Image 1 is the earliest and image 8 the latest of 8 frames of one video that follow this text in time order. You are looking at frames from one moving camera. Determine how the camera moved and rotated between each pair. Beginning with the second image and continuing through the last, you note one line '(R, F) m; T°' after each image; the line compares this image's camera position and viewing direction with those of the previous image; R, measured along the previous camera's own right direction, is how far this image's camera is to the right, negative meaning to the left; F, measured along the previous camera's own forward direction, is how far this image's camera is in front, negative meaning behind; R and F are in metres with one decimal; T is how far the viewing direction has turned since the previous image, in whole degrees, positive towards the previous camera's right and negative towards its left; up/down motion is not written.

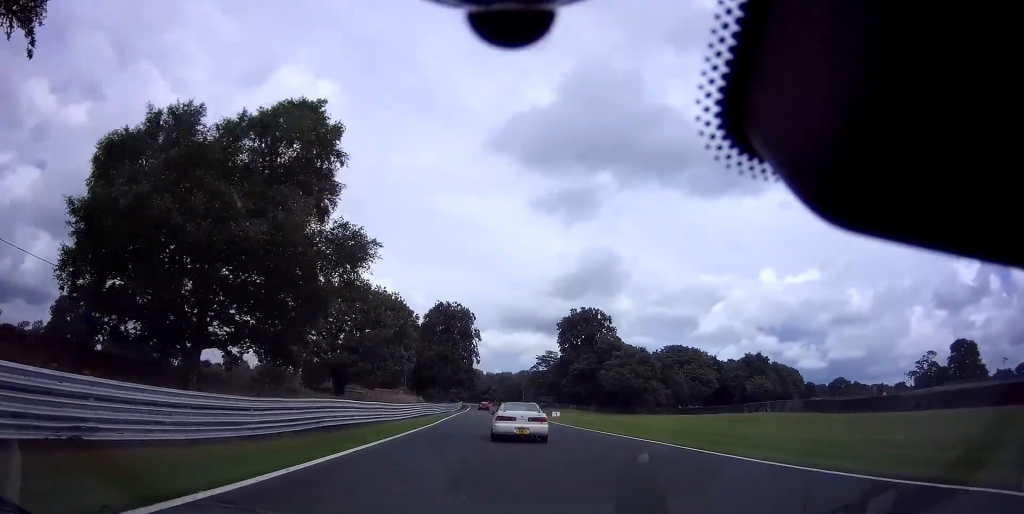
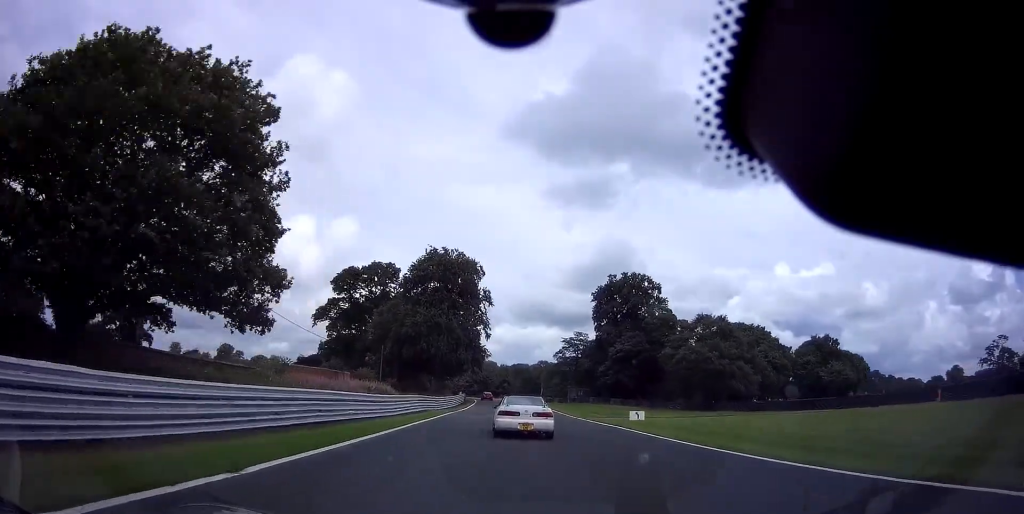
(-0.5, +31.7) m; -1°
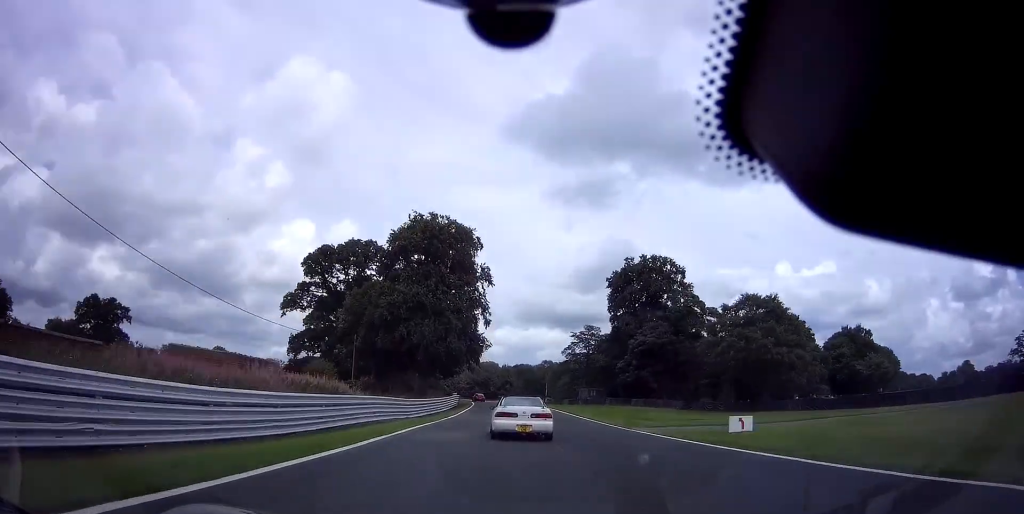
(-0.1, +13.9) m; 0°
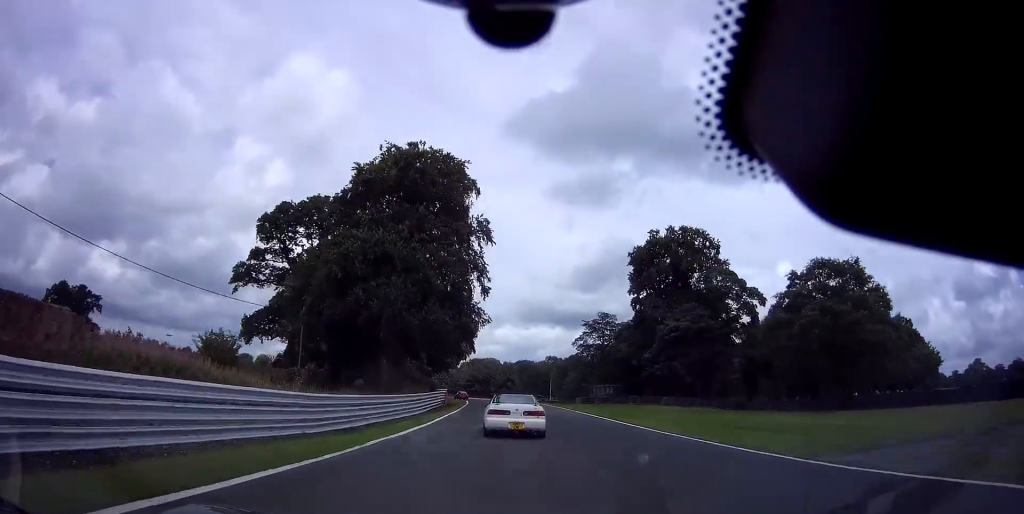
(+0.1, +15.3) m; 0°
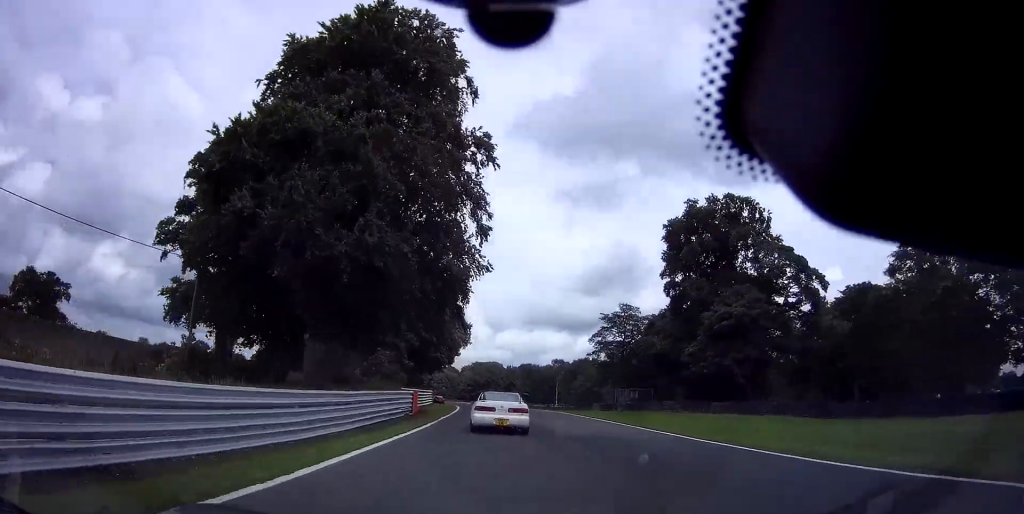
(0.0, +15.5) m; -1°
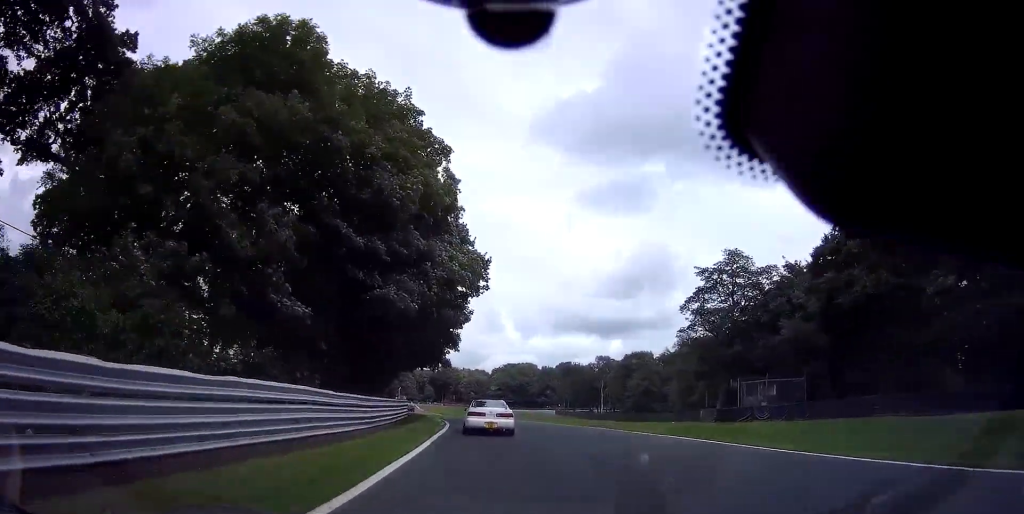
(-0.6, +33.1) m; -4°
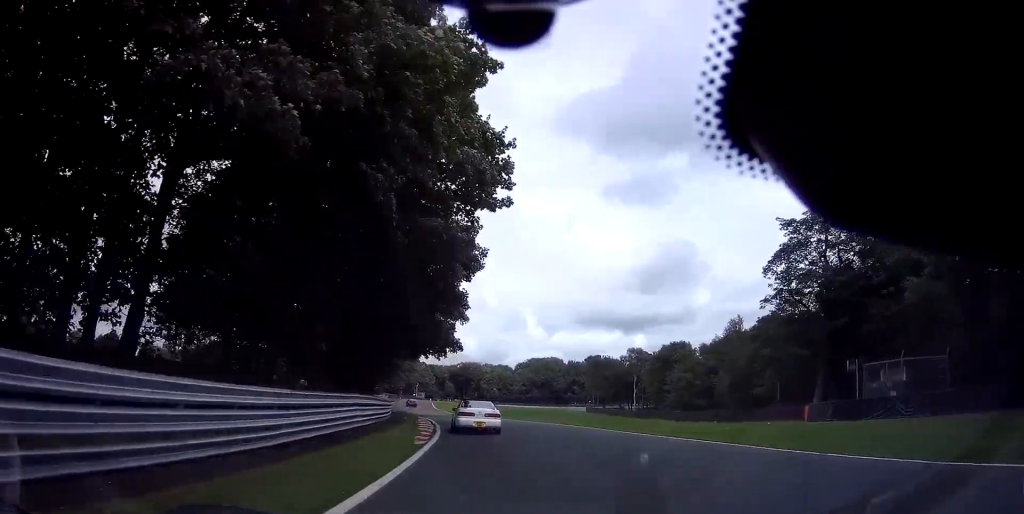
(-0.3, +14.3) m; -3°
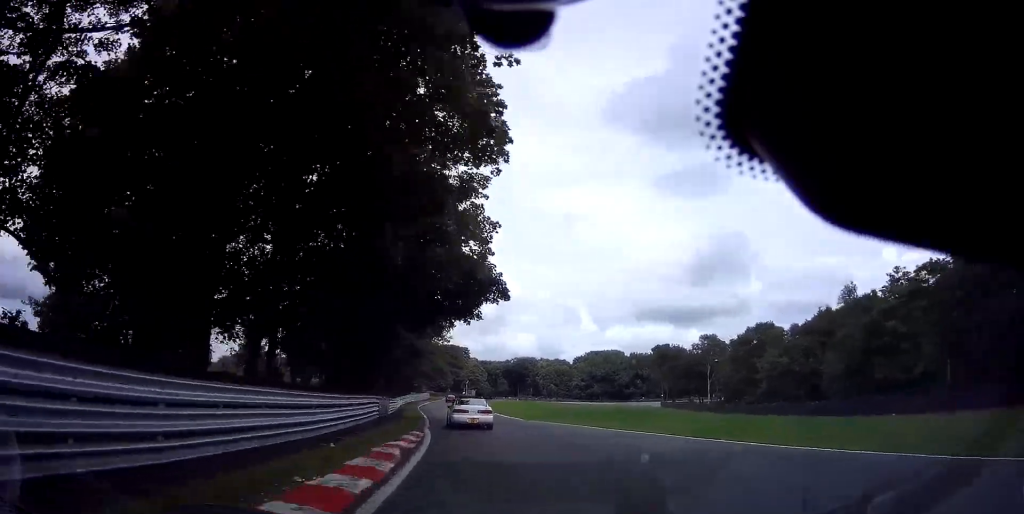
(-0.9, +19.6) m; -5°
